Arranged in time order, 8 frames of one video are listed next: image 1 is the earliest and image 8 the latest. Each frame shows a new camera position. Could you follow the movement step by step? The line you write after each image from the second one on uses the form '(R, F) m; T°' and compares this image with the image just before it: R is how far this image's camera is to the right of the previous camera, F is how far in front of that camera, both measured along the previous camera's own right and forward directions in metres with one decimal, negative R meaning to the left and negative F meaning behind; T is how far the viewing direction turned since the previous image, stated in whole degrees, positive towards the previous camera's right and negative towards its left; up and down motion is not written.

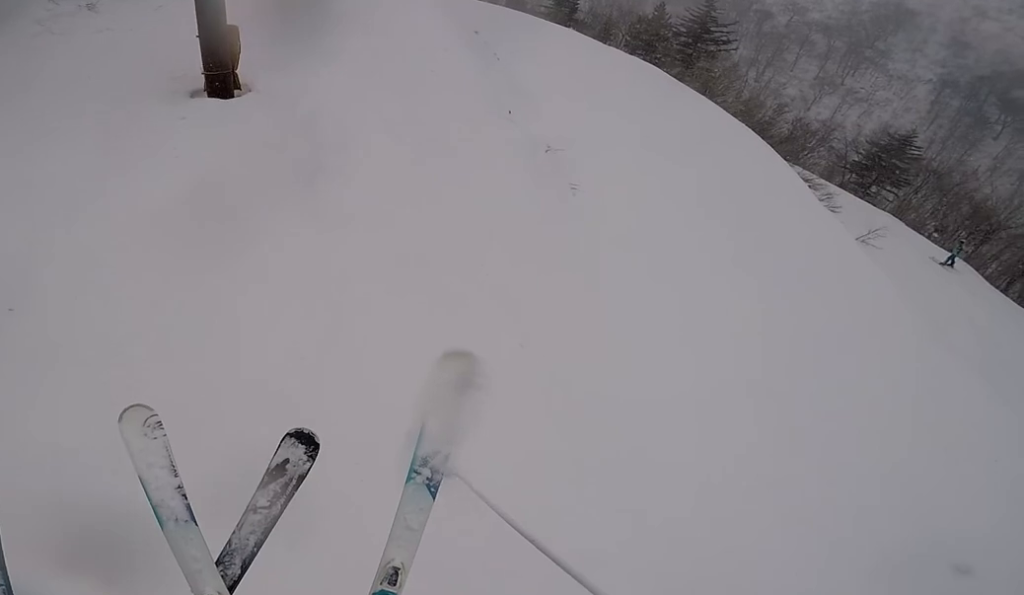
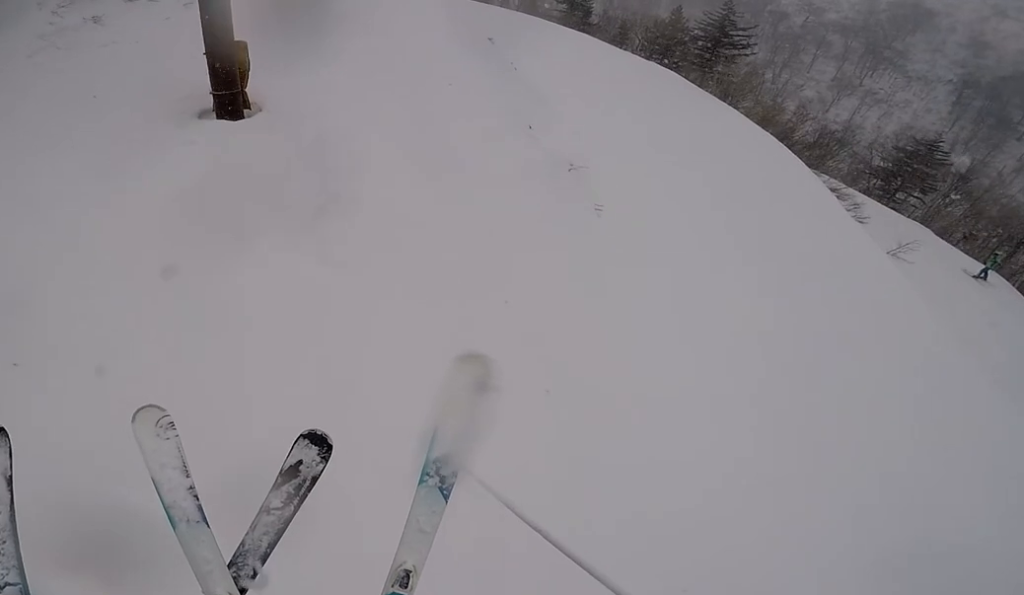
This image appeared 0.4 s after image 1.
(-0.1, +0.8) m; -2°
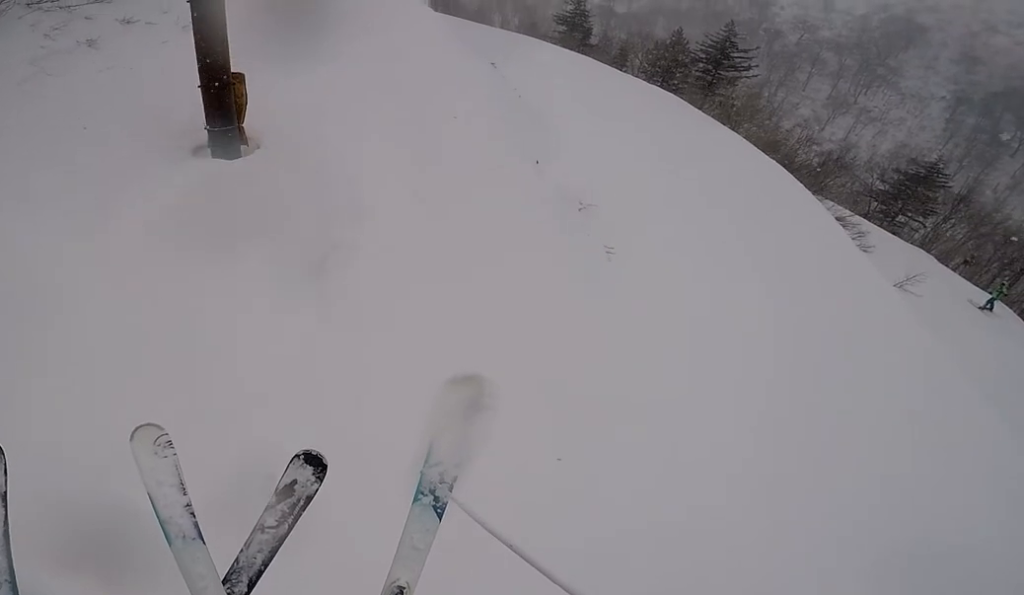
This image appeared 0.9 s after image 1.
(-0.1, +1.0) m; -3°
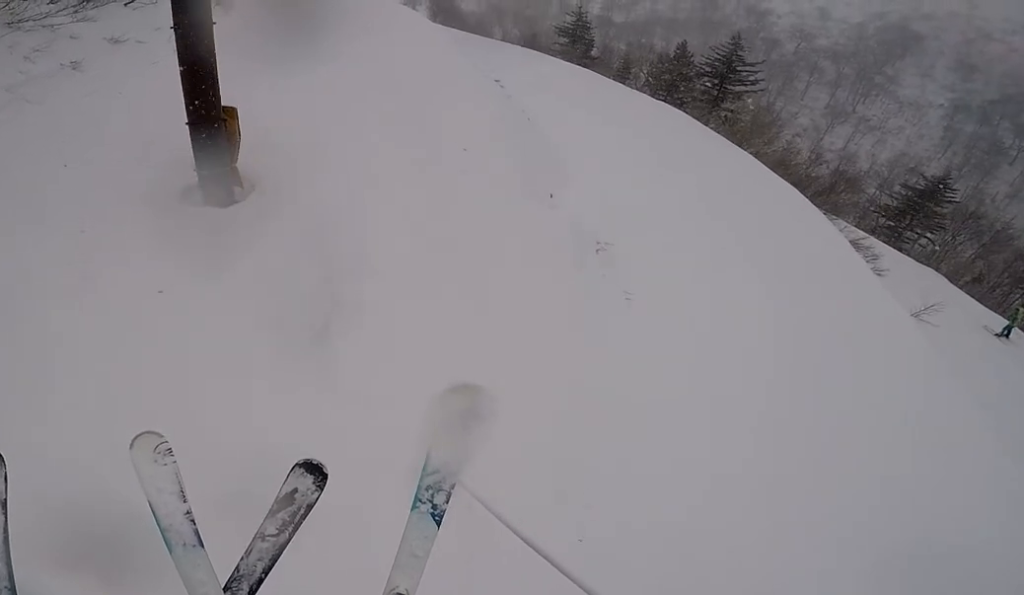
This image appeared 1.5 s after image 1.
(0.0, +1.4) m; -1°
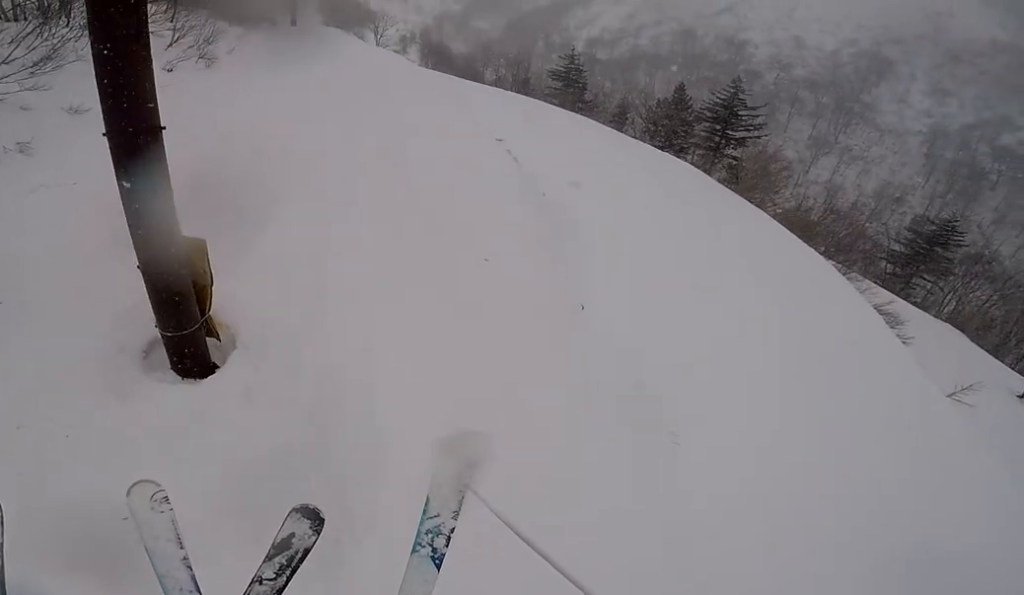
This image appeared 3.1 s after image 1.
(0.0, +3.1) m; 0°
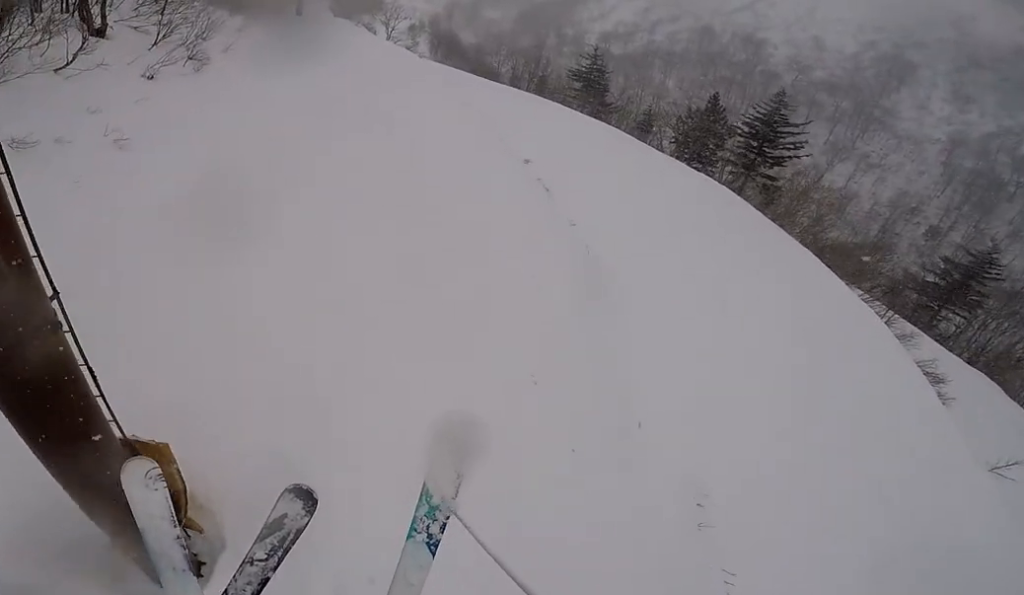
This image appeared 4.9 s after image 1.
(0.0, +3.6) m; 0°
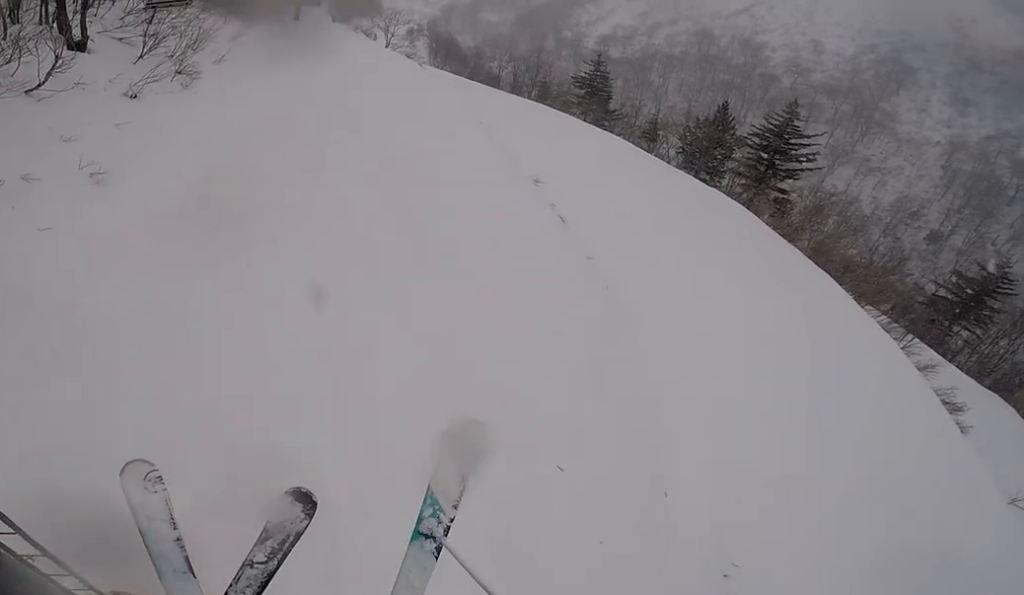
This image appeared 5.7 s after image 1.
(0.0, +1.7) m; 0°
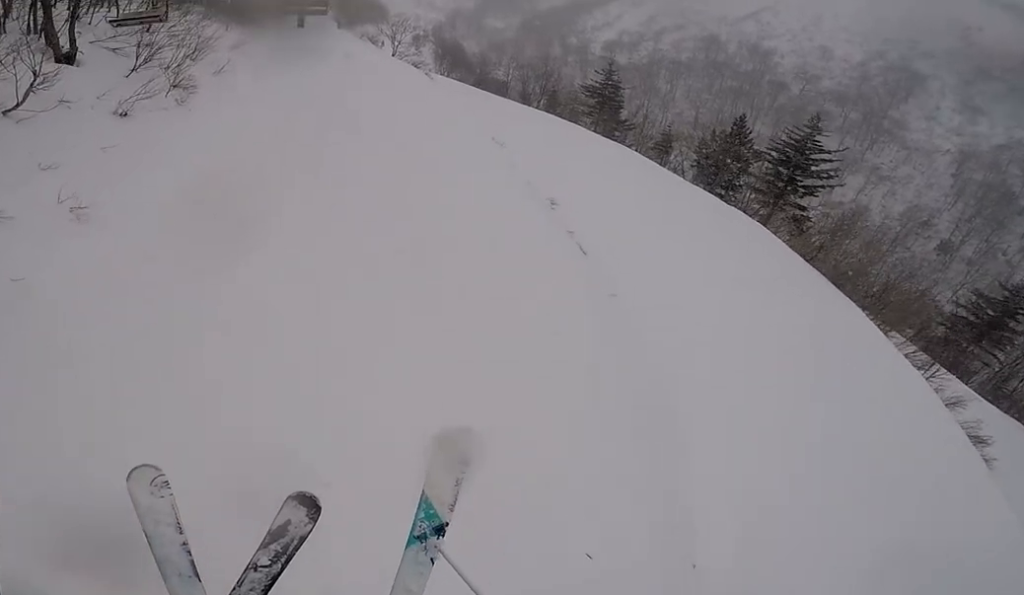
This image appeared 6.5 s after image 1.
(0.0, +1.5) m; 0°
